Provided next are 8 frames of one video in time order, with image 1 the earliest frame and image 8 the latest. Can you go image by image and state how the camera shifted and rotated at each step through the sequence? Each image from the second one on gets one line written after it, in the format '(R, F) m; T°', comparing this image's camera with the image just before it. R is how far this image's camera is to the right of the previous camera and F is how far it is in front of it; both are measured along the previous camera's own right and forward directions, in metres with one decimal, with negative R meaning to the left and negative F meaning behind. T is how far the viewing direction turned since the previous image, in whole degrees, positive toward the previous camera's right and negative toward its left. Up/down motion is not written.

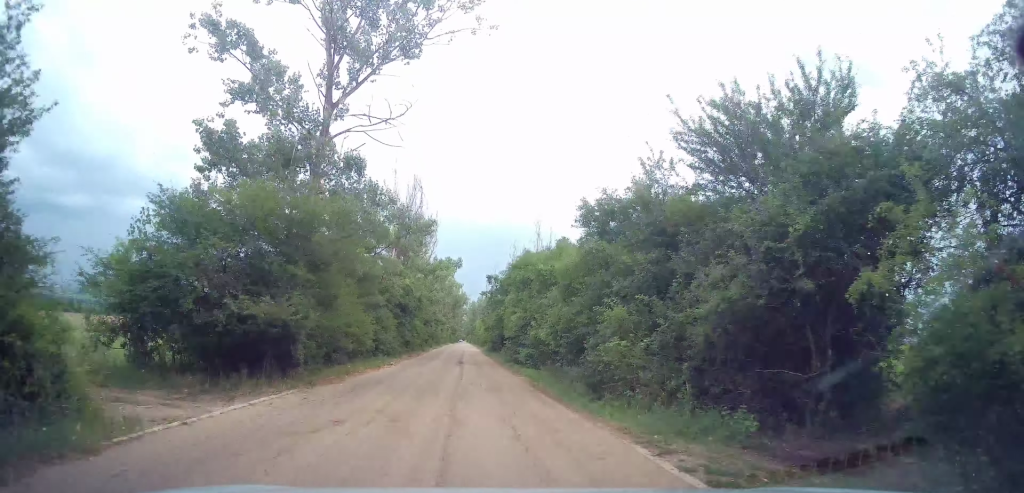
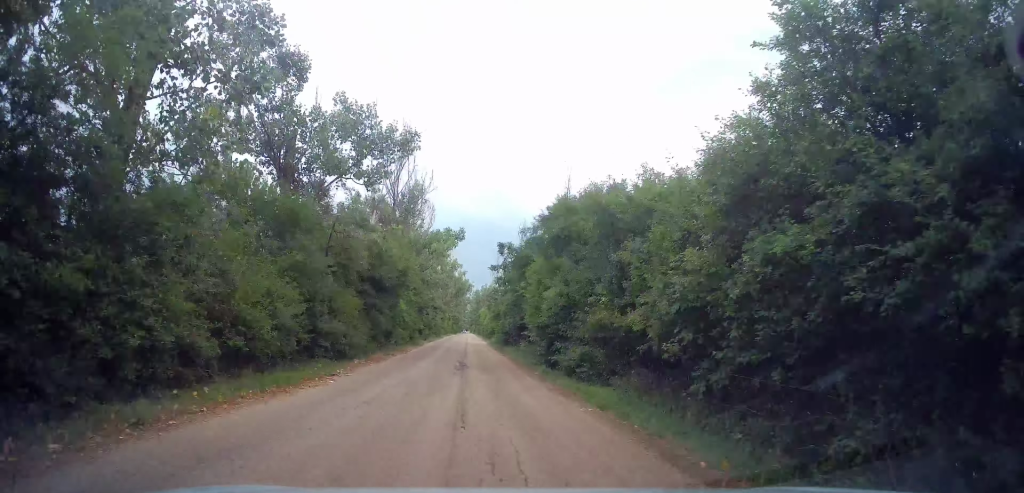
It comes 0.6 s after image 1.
(-0.1, +10.5) m; -1°
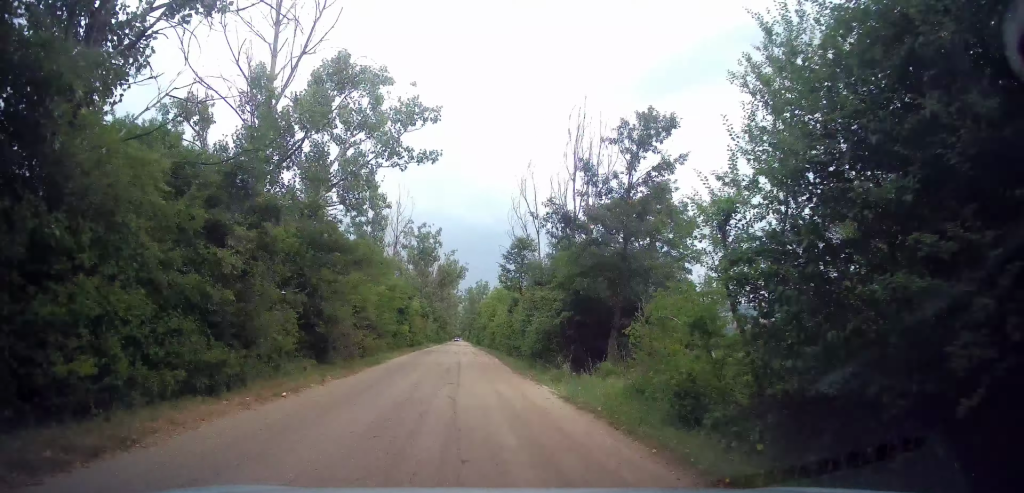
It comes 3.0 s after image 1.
(-1.2, +44.6) m; 0°
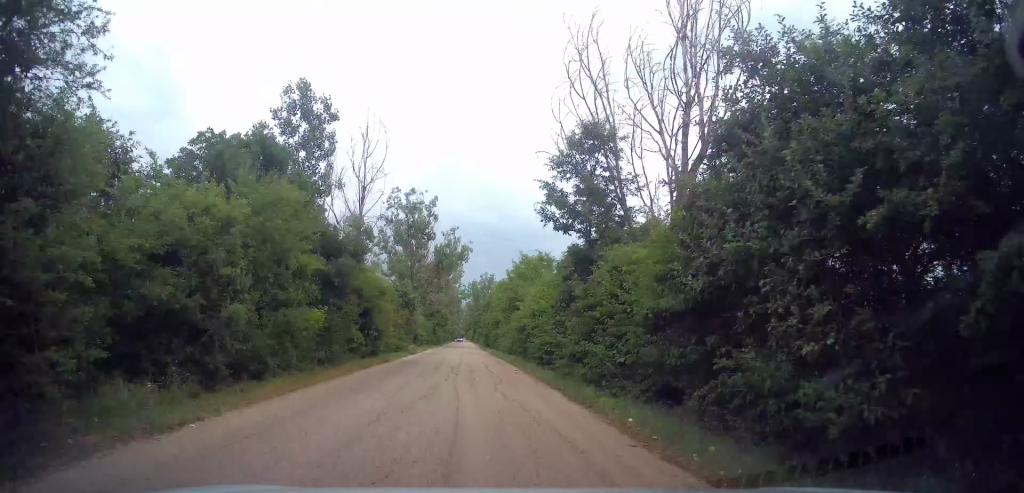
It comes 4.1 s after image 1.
(+0.6, +19.3) m; +1°
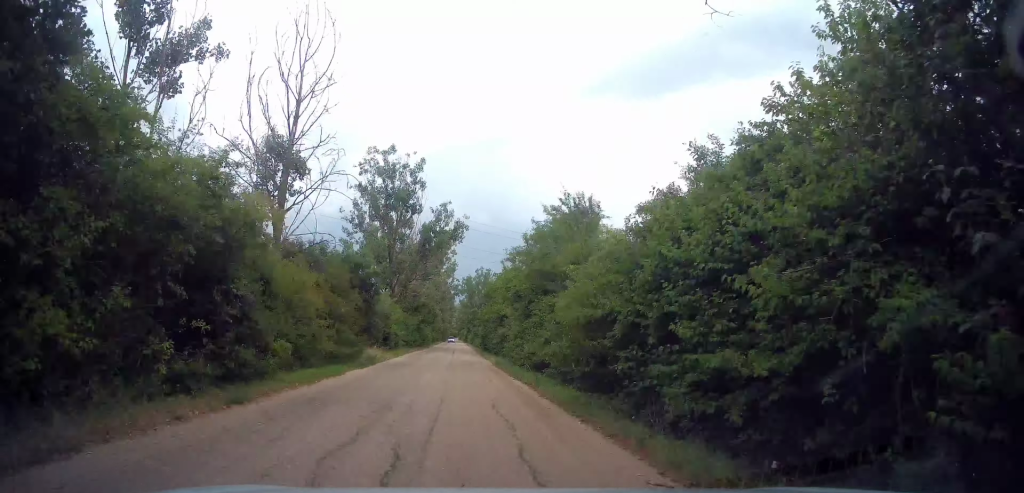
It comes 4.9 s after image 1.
(-0.2, +14.3) m; 0°
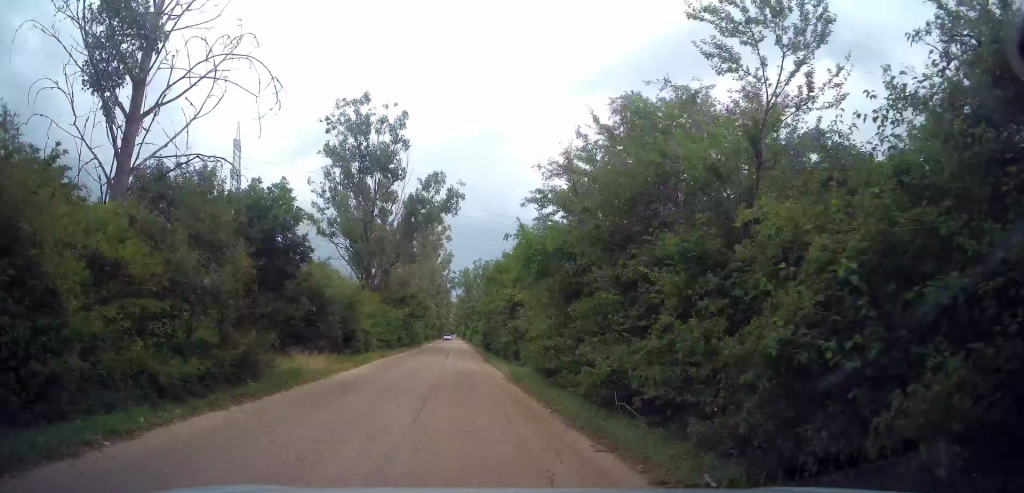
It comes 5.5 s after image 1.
(+0.1, +10.8) m; 0°
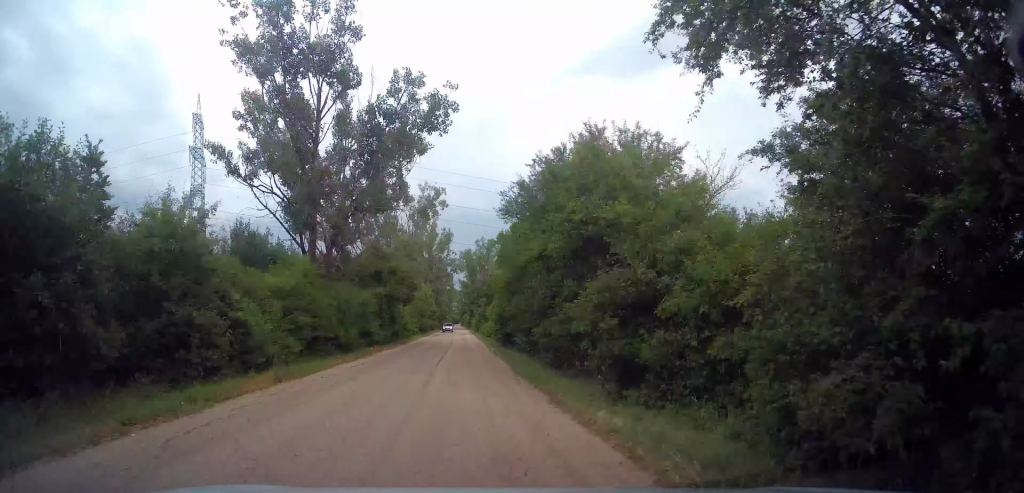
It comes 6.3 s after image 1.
(-0.1, +15.6) m; -1°
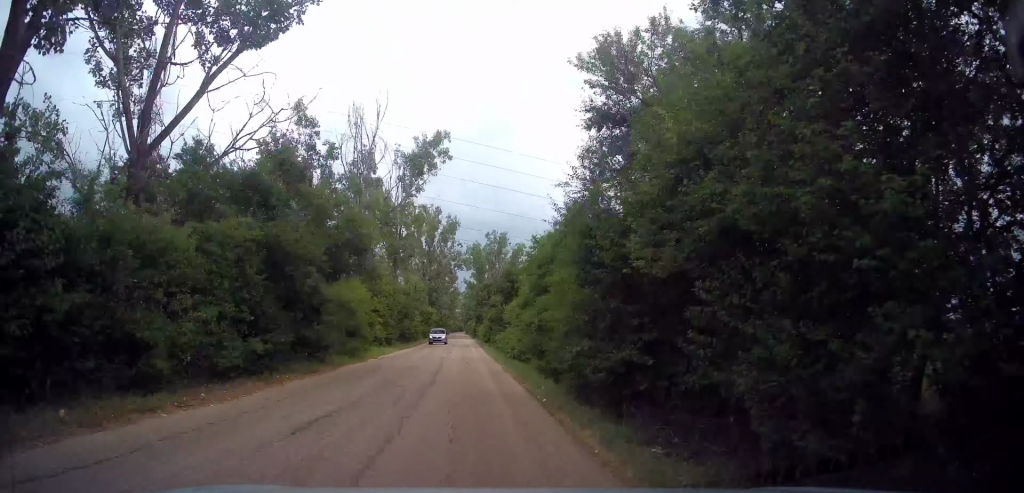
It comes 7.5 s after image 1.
(-0.3, +20.5) m; 0°
